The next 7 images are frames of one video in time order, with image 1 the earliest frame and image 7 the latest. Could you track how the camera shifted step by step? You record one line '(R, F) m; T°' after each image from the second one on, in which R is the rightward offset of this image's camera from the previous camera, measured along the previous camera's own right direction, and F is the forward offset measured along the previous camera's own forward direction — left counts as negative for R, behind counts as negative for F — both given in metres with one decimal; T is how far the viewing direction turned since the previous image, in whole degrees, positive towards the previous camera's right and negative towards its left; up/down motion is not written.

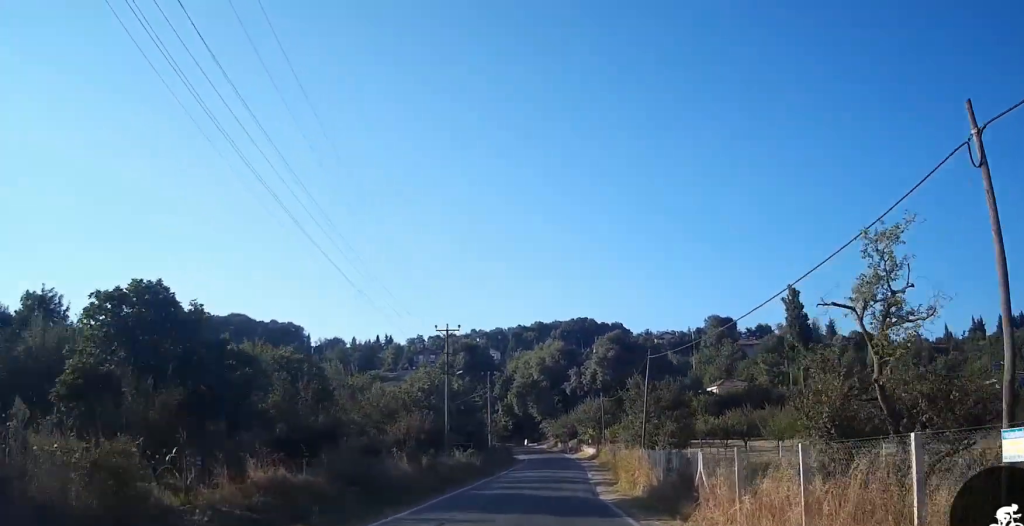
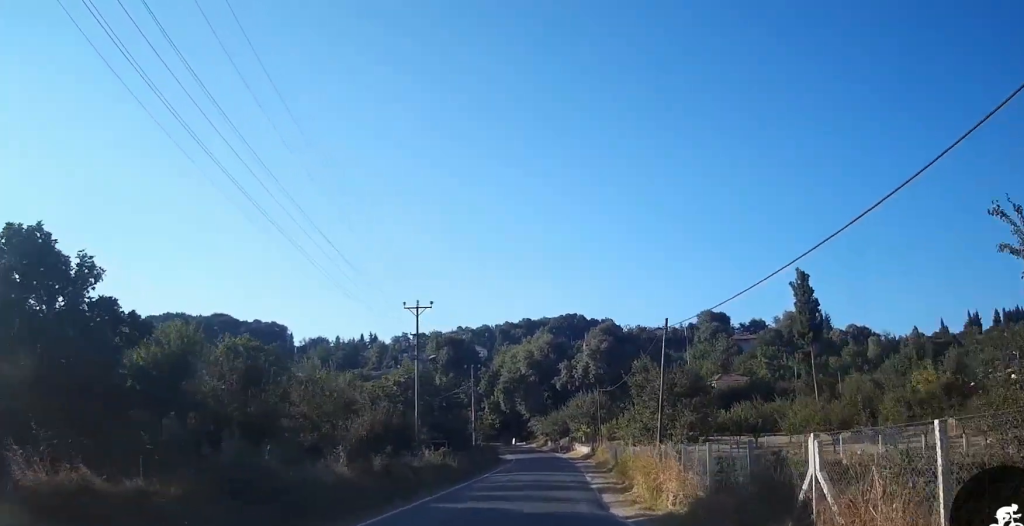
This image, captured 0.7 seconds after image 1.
(+0.2, +6.8) m; +2°
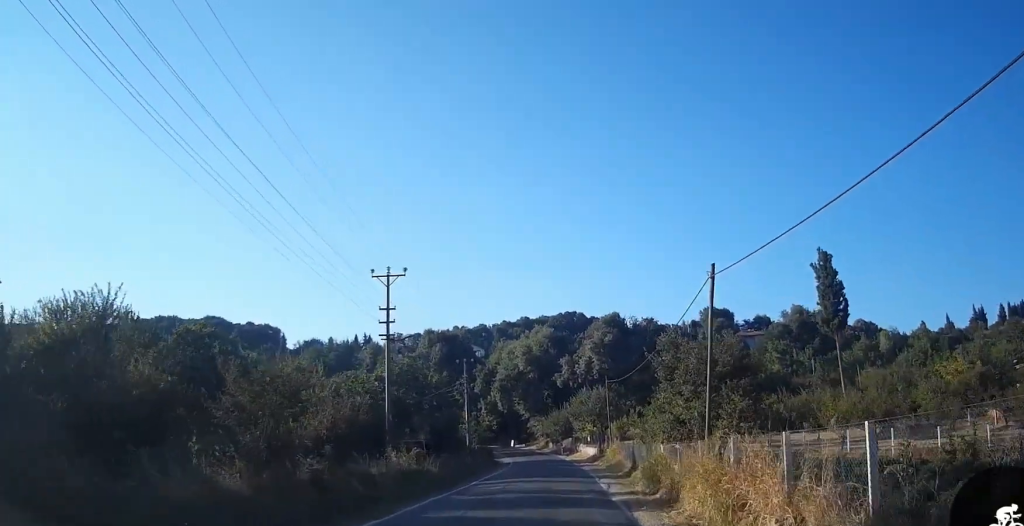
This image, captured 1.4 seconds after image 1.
(+0.3, +7.3) m; +2°
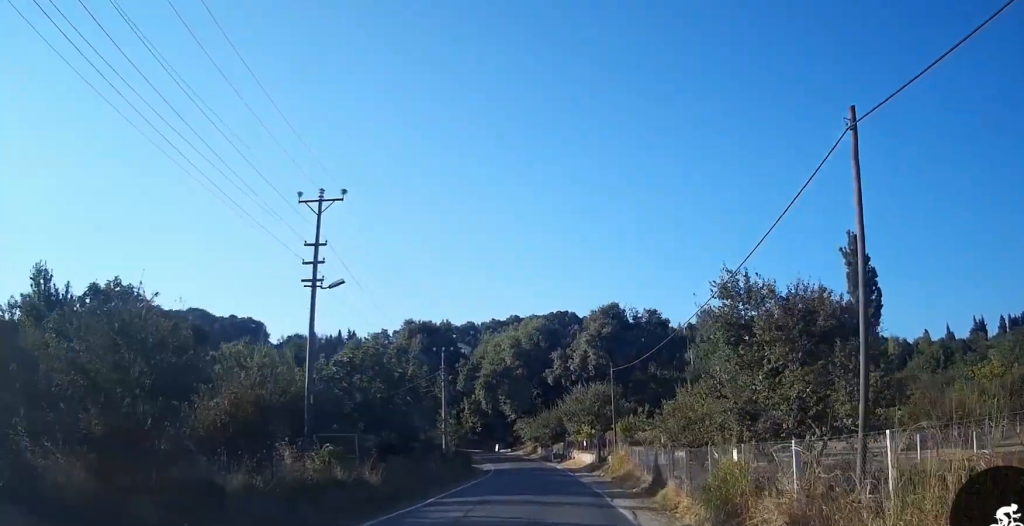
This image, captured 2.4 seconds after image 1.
(0.0, +9.5) m; 0°
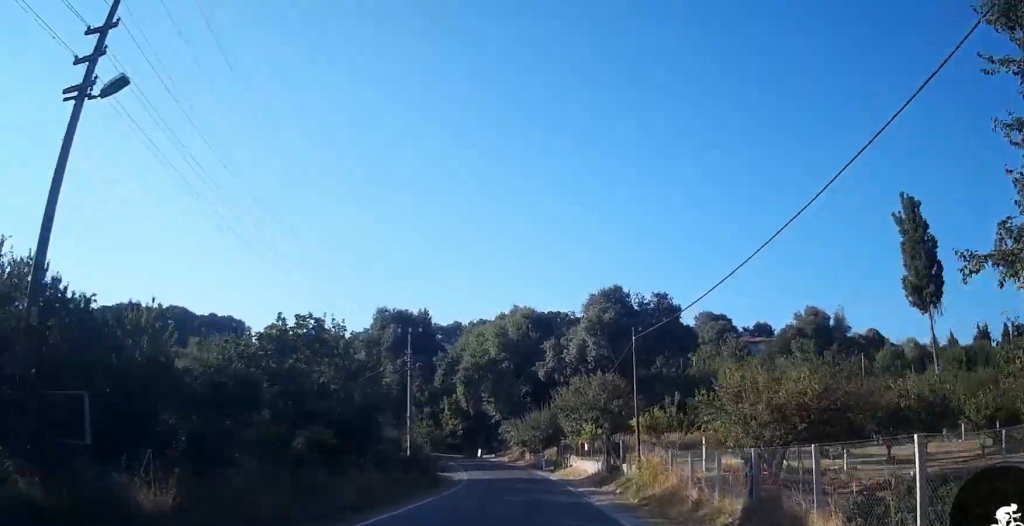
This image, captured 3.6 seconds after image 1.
(0.0, +12.7) m; 0°
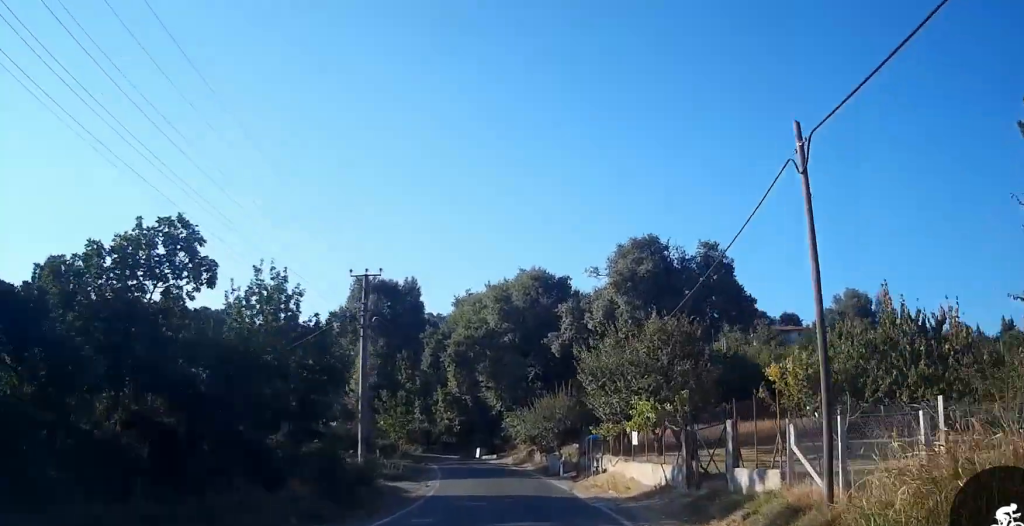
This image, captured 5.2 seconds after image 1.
(0.0, +16.4) m; 0°
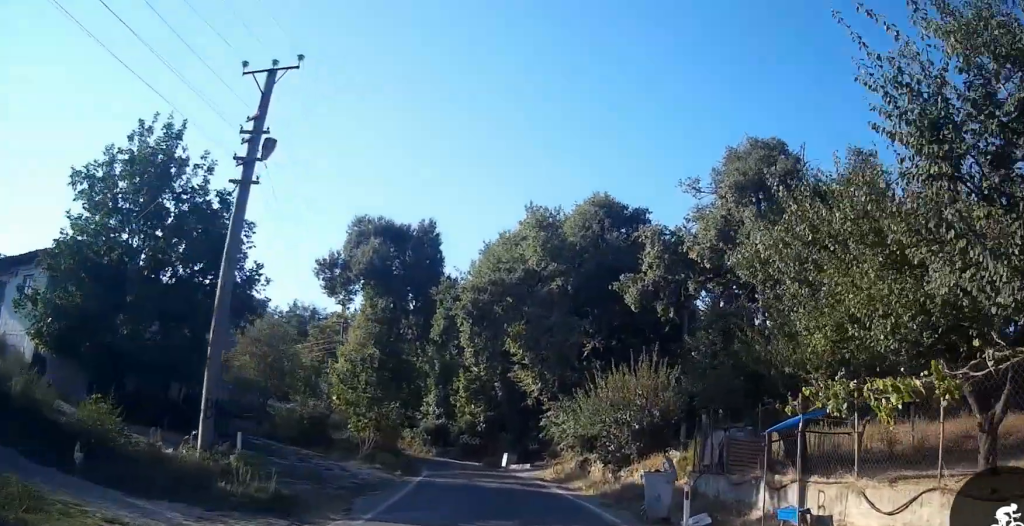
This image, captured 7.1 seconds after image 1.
(0.0, +19.8) m; 0°
